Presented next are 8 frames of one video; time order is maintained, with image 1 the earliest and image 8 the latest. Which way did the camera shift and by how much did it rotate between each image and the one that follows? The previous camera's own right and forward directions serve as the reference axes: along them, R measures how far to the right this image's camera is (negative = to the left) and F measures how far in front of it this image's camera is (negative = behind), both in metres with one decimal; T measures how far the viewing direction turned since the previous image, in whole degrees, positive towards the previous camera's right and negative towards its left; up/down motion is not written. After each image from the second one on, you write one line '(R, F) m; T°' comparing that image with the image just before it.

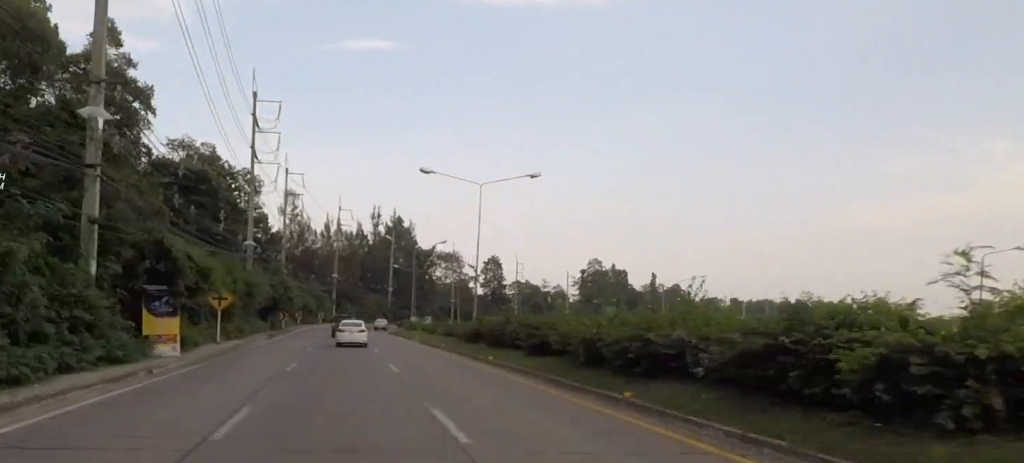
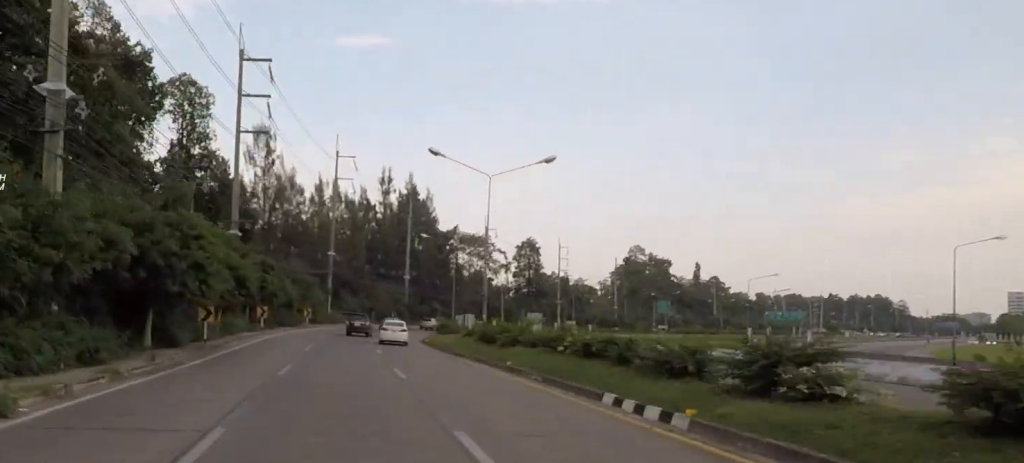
(+0.1, +38.5) m; +1°
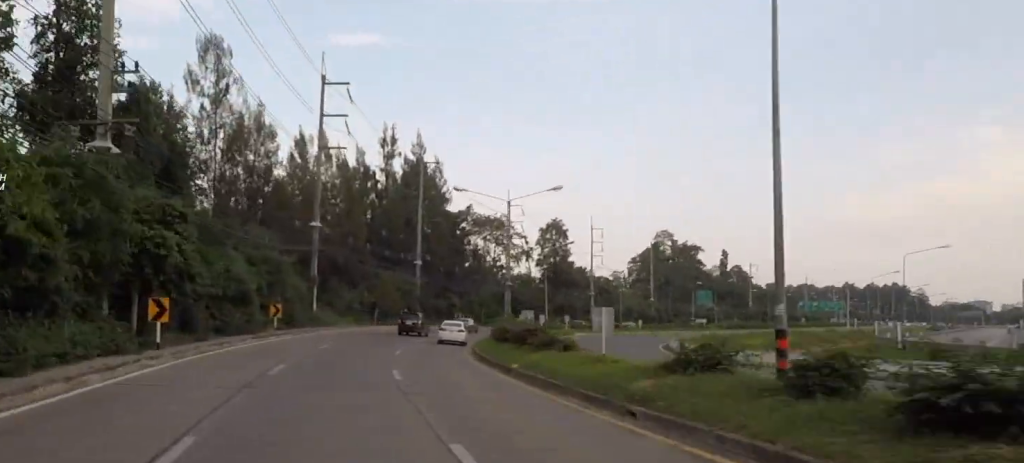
(+0.3, +24.7) m; +1°
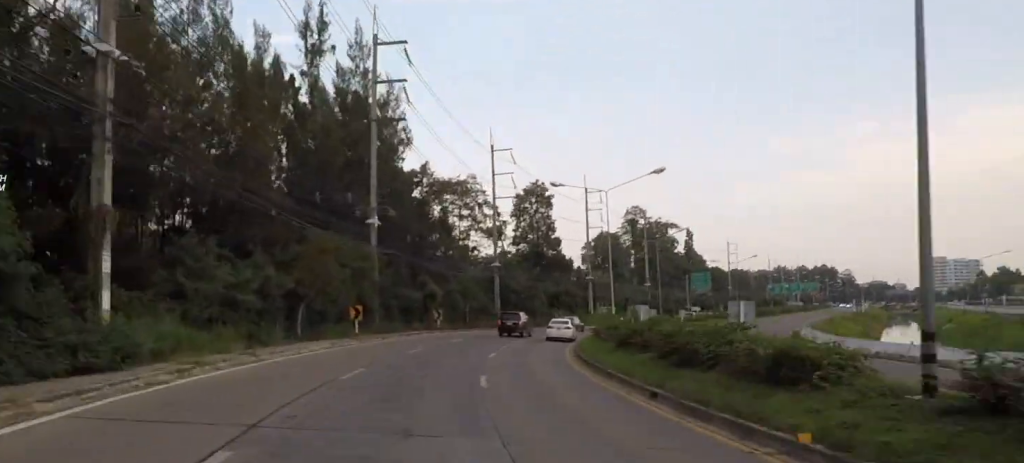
(0.0, +36.7) m; +8°
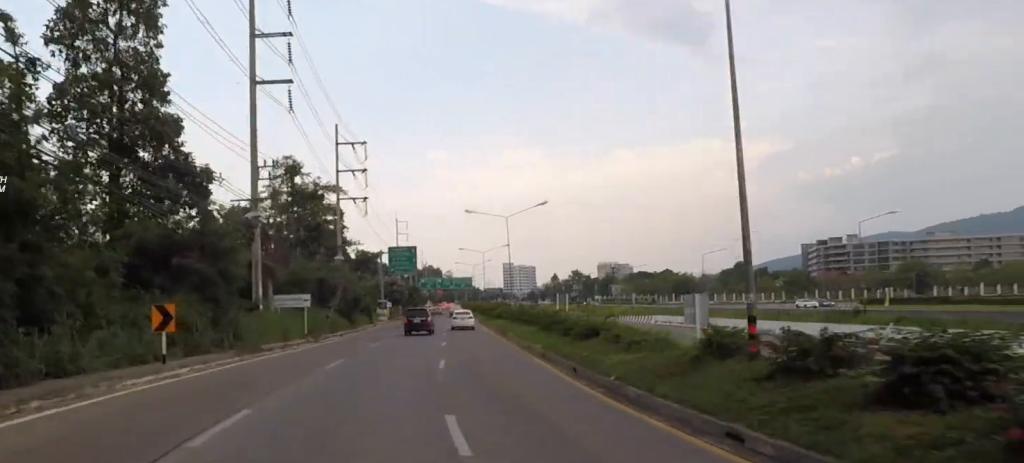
(+21.1, +61.3) m; +32°
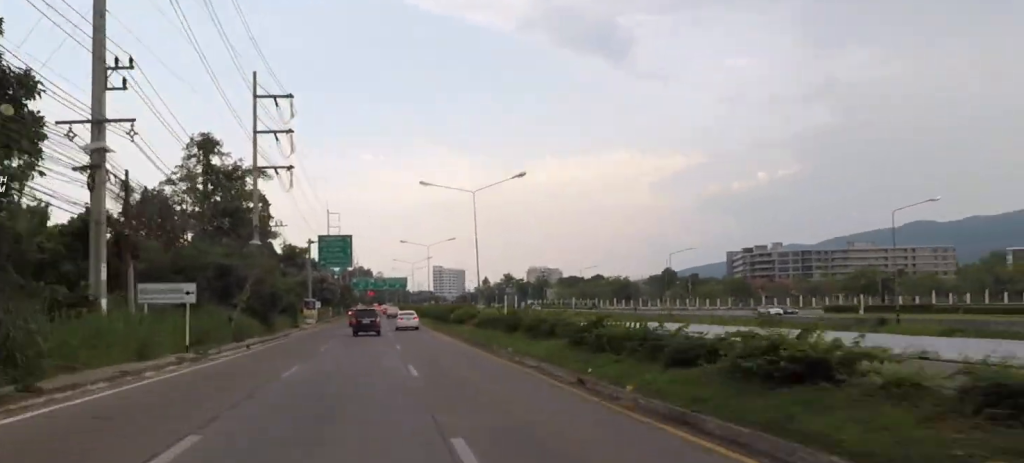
(+0.6, +14.4) m; +2°
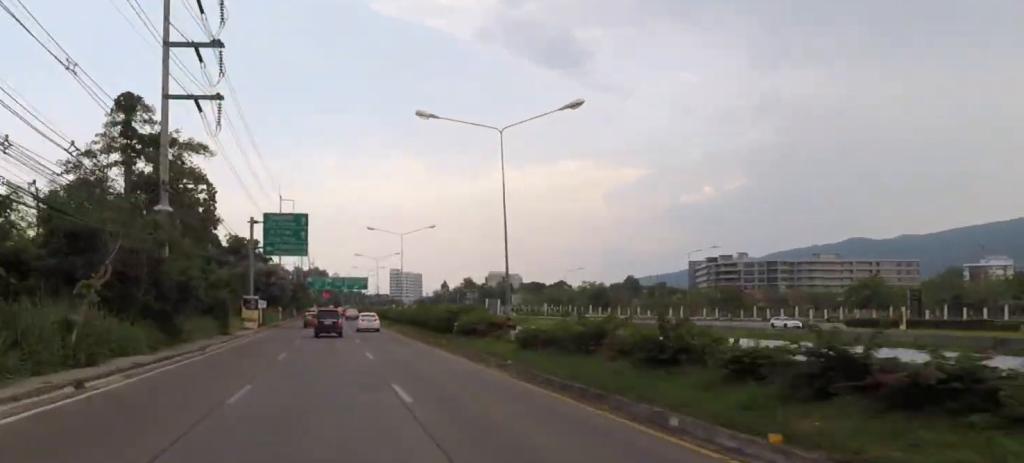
(0.0, +17.0) m; 0°
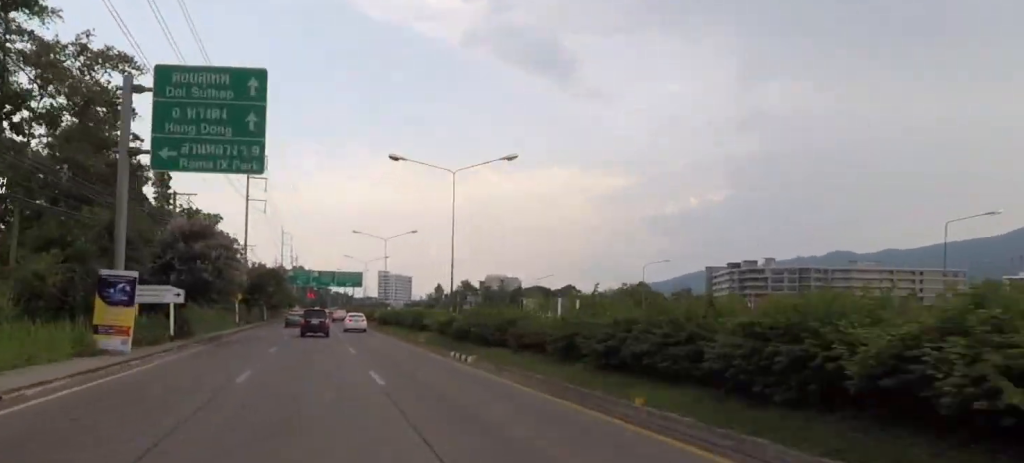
(0.0, +33.3) m; -2°
